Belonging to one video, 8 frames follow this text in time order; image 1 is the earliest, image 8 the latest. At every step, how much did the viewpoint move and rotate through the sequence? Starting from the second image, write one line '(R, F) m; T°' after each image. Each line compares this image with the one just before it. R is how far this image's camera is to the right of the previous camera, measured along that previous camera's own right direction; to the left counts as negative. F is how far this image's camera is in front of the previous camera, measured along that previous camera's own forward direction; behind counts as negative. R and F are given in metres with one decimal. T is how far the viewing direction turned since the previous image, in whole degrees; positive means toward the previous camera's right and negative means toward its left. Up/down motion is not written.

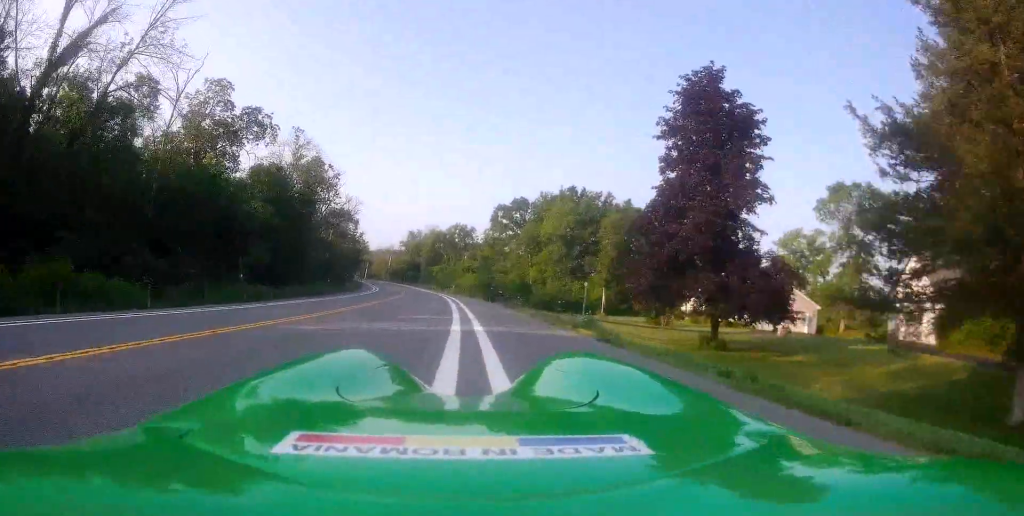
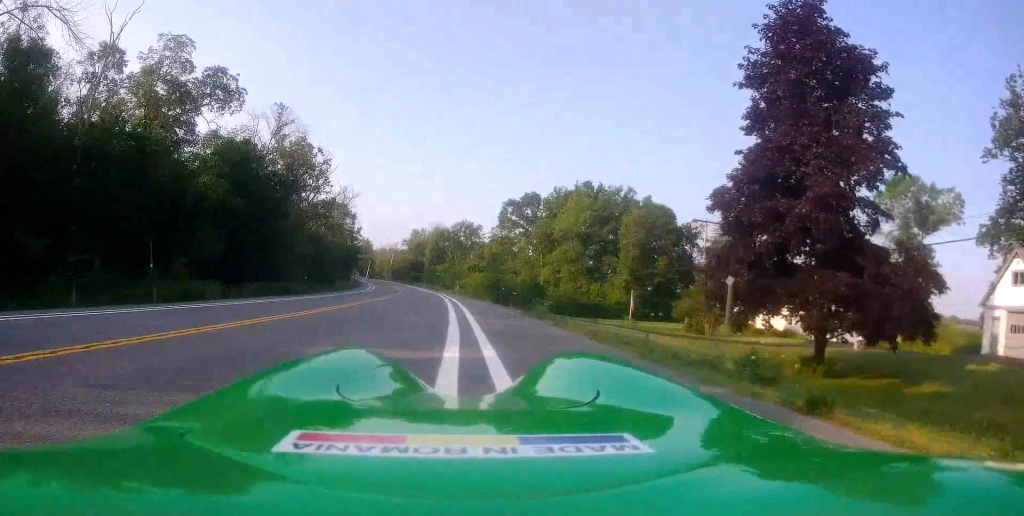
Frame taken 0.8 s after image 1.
(+0.2, +9.1) m; 0°
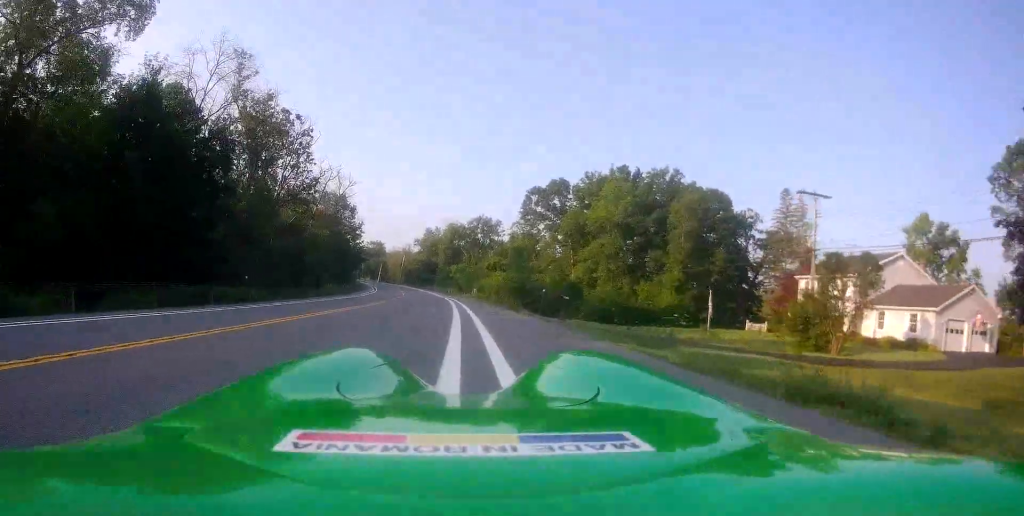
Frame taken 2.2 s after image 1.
(-0.4, +14.4) m; -2°
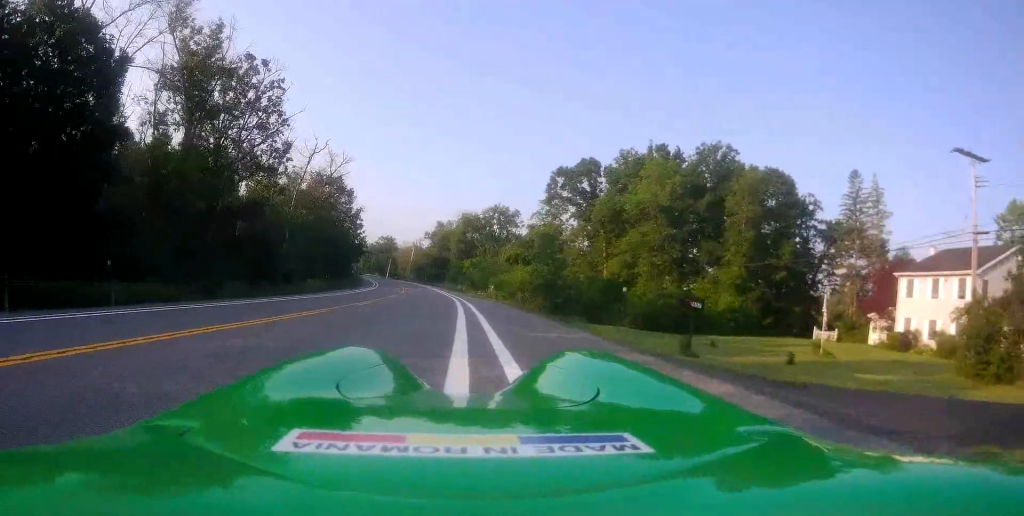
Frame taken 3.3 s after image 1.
(-0.2, +12.4) m; -1°
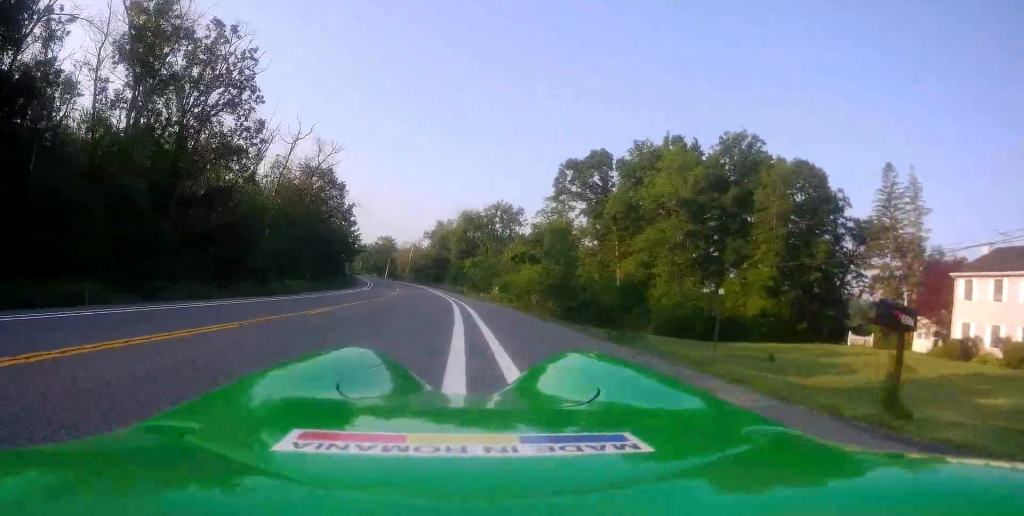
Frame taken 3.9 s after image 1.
(0.0, +6.2) m; 0°
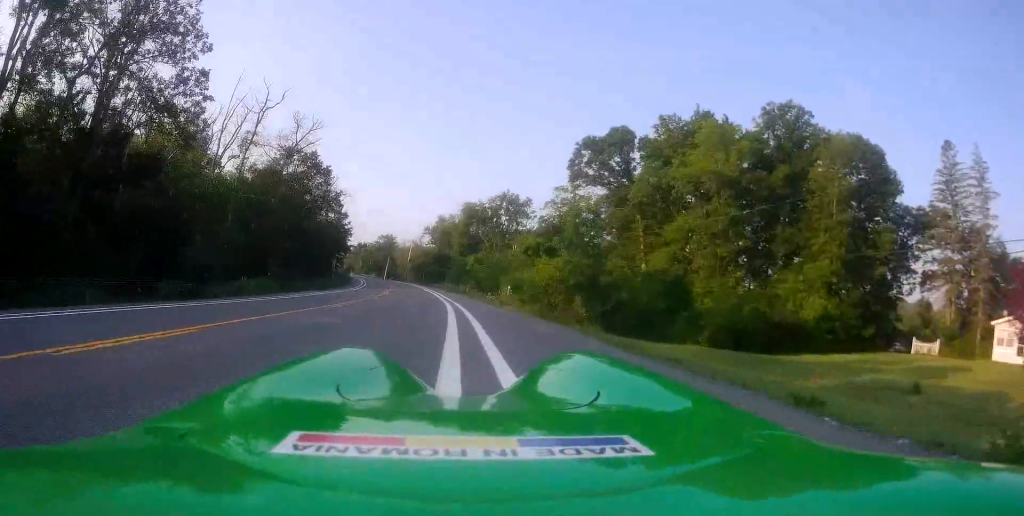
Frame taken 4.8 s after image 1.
(+0.2, +9.0) m; +1°
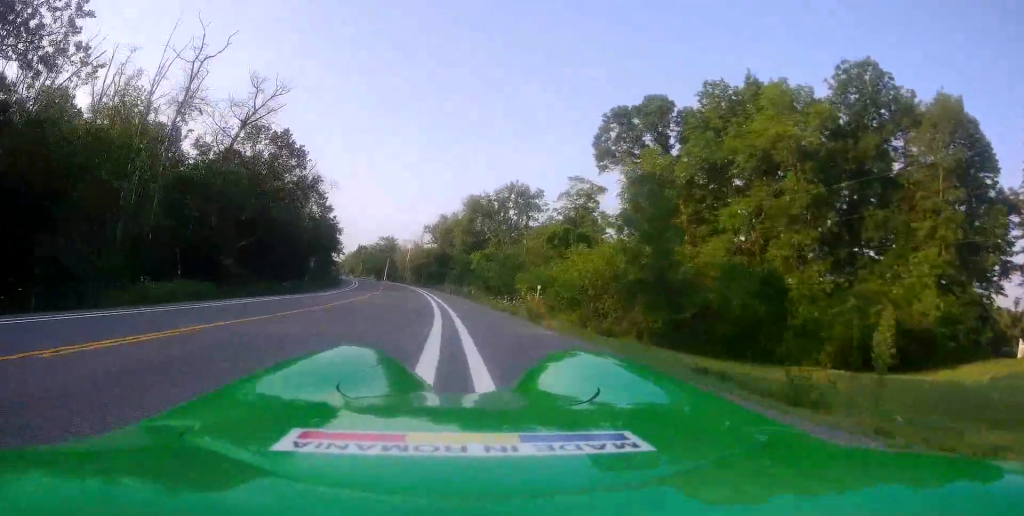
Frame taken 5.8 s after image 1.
(-0.1, +11.5) m; -4°
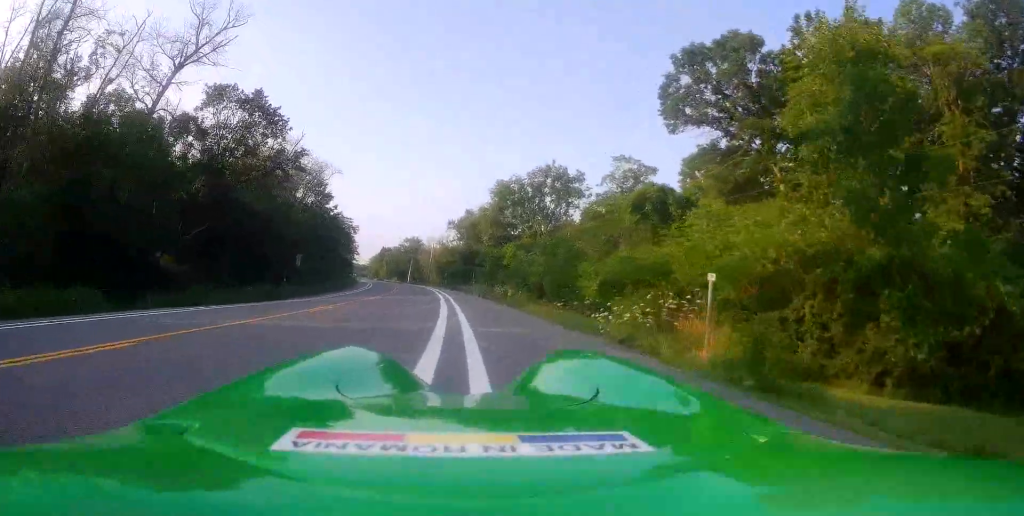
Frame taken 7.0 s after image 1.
(-0.8, +13.4) m; -3°
